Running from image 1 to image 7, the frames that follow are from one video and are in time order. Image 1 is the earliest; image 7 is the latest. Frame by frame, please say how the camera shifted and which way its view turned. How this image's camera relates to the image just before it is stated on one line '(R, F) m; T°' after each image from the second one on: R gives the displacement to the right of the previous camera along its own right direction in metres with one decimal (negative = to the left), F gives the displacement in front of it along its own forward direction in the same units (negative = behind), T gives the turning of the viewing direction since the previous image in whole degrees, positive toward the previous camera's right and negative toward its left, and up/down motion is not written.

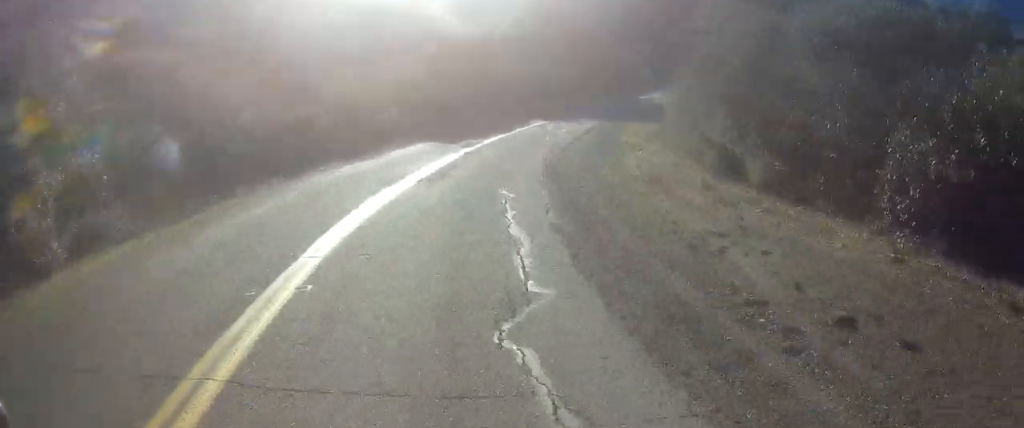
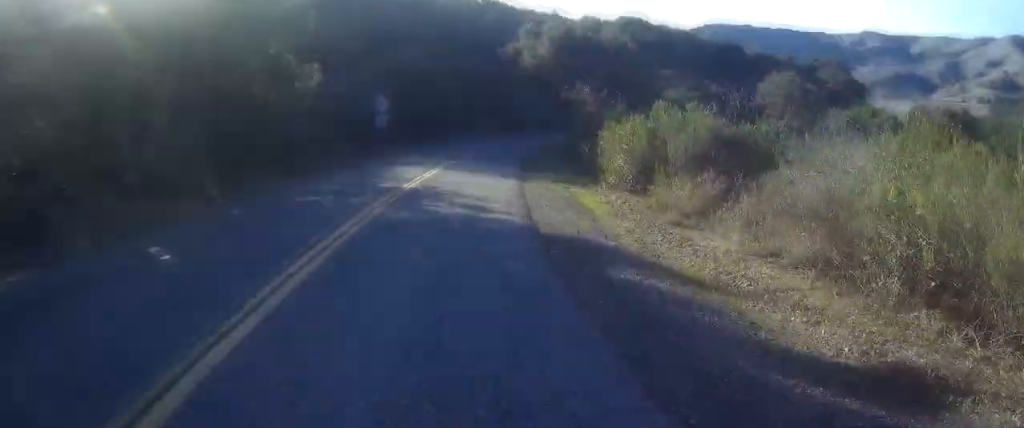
(+11.1, +36.3) m; +23°
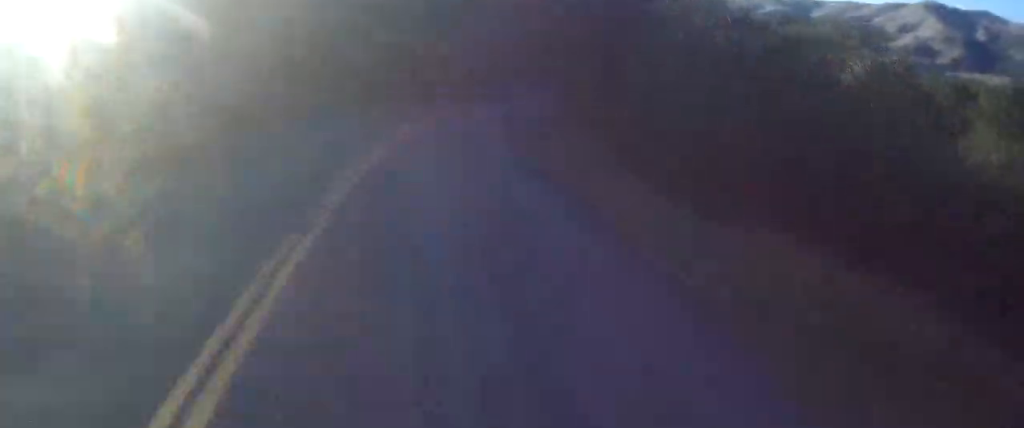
(+1.3, +23.9) m; +6°
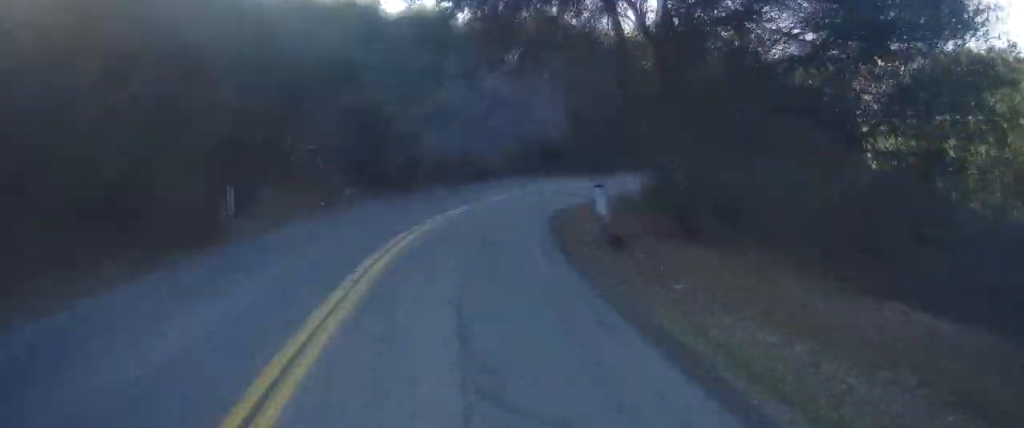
(+0.1, +14.0) m; +3°
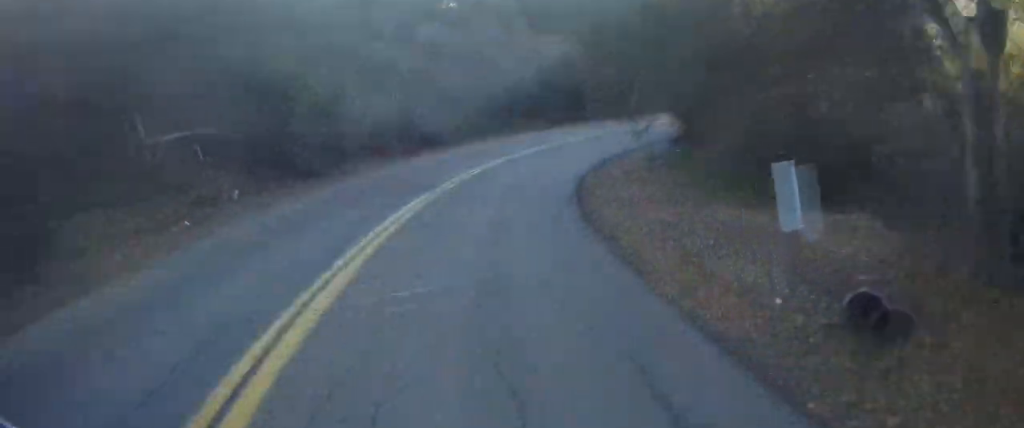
(+0.4, +9.8) m; +4°
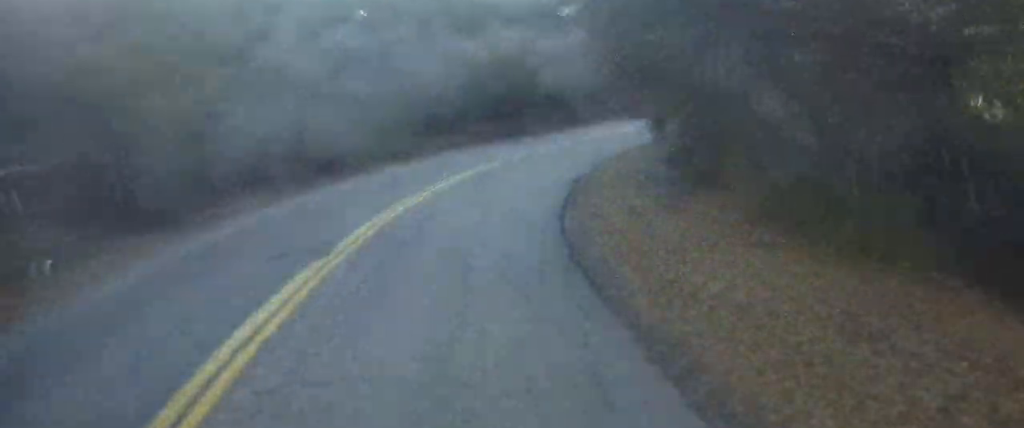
(+0.2, +6.9) m; +2°
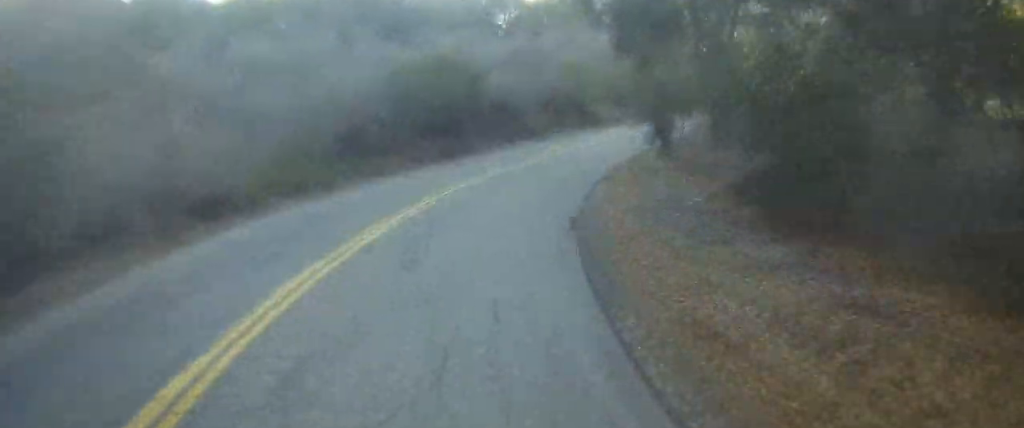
(+0.4, +7.2) m; +1°
